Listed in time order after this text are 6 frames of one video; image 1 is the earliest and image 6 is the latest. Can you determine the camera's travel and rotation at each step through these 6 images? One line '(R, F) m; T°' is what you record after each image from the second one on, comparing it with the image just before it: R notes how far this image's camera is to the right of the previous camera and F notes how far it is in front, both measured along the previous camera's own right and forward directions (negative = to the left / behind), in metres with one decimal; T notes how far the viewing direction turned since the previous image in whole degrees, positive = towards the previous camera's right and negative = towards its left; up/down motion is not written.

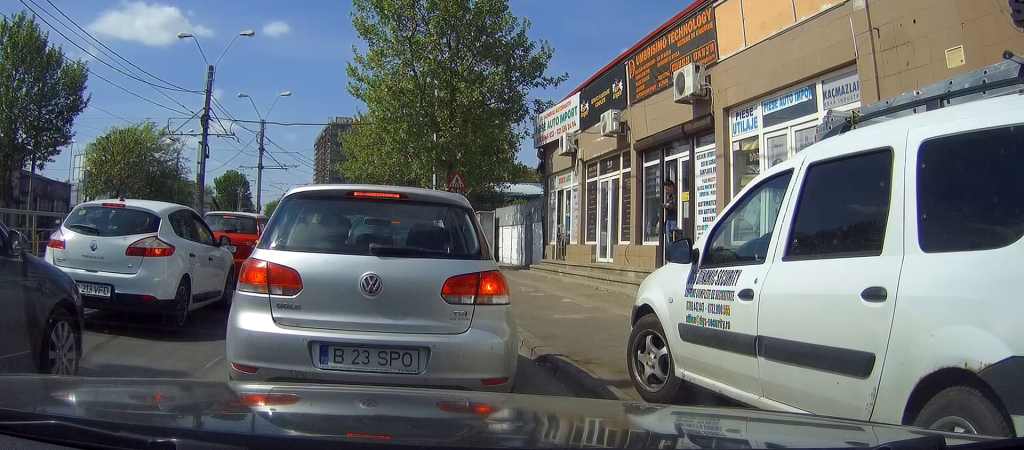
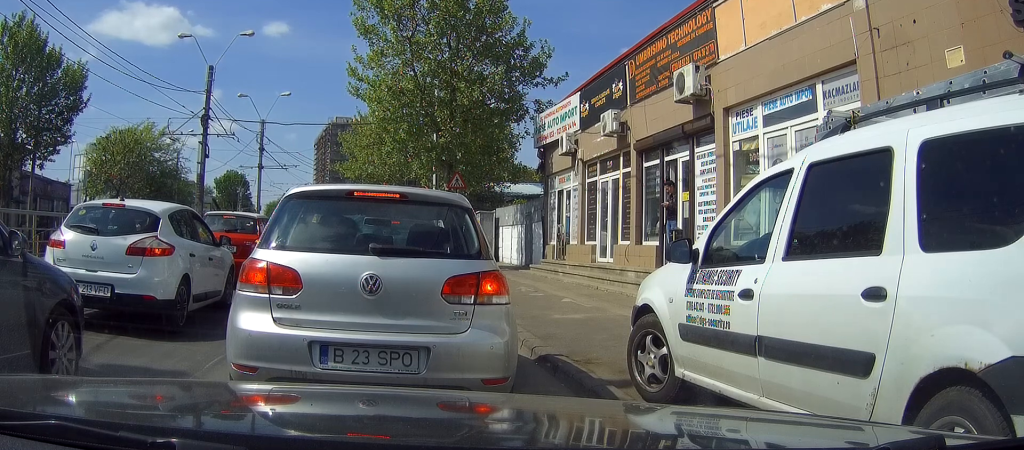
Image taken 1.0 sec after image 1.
(0.0, 0.0) m; 0°
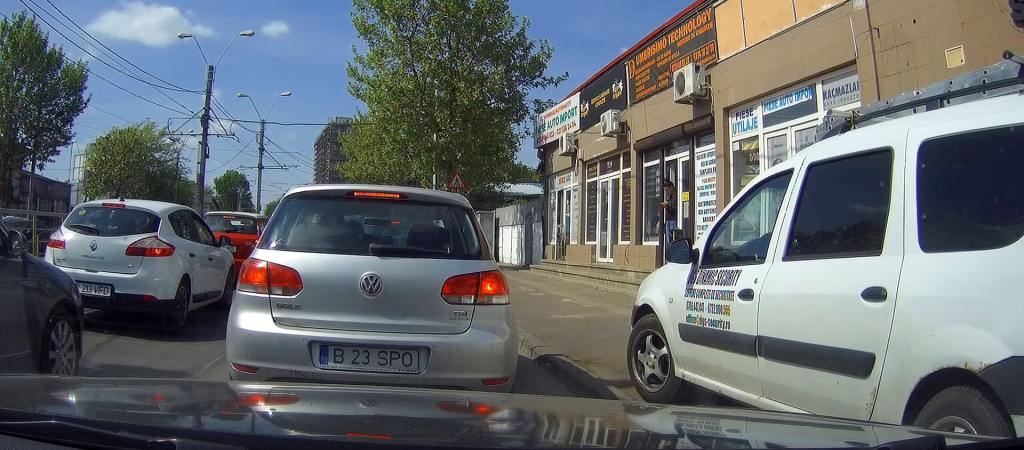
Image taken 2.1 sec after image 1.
(0.0, 0.0) m; 0°
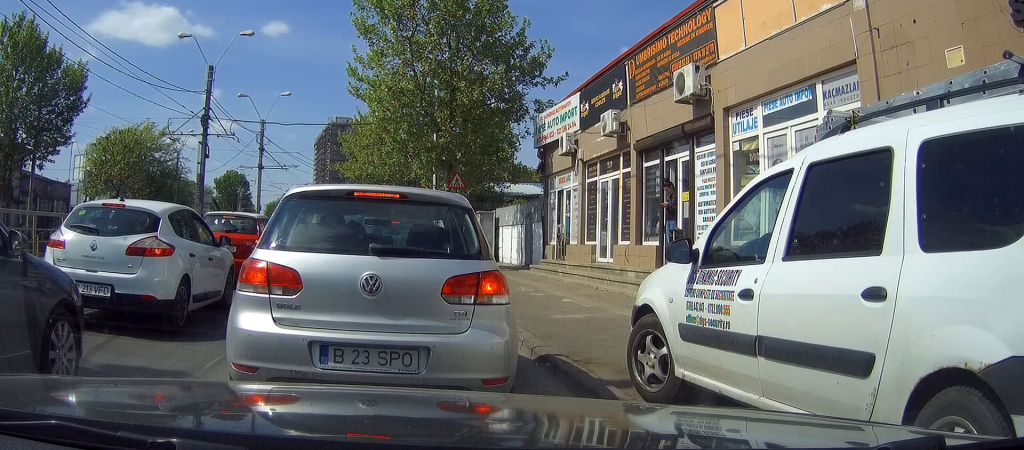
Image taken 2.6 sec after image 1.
(0.0, 0.0) m; 0°
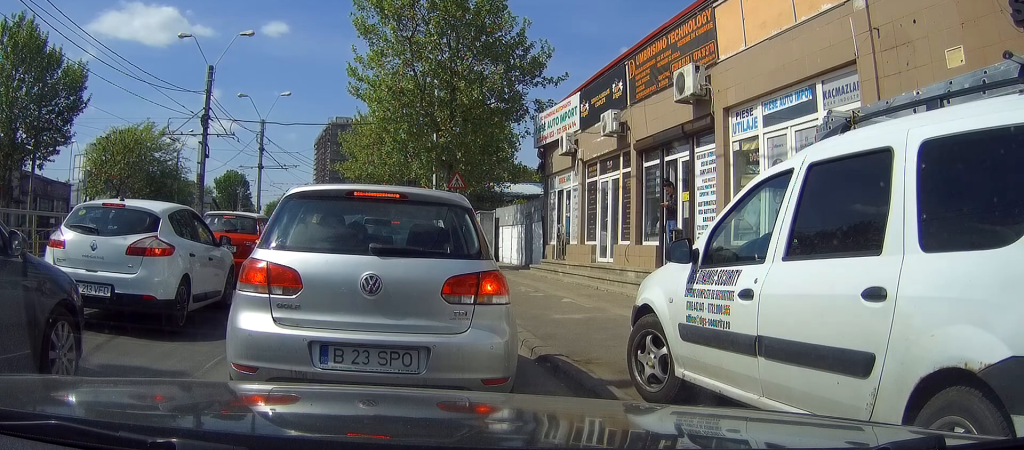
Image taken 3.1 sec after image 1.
(0.0, 0.0) m; 0°
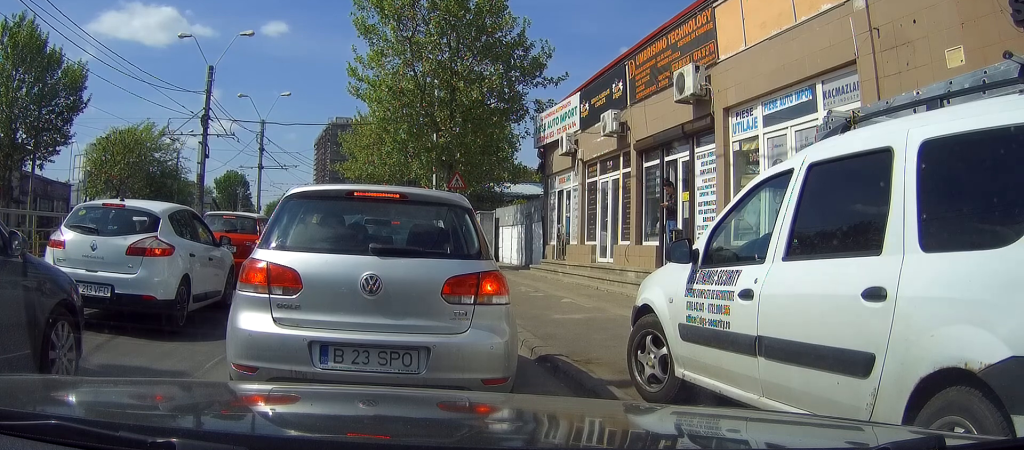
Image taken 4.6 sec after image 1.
(0.0, 0.0) m; 0°
